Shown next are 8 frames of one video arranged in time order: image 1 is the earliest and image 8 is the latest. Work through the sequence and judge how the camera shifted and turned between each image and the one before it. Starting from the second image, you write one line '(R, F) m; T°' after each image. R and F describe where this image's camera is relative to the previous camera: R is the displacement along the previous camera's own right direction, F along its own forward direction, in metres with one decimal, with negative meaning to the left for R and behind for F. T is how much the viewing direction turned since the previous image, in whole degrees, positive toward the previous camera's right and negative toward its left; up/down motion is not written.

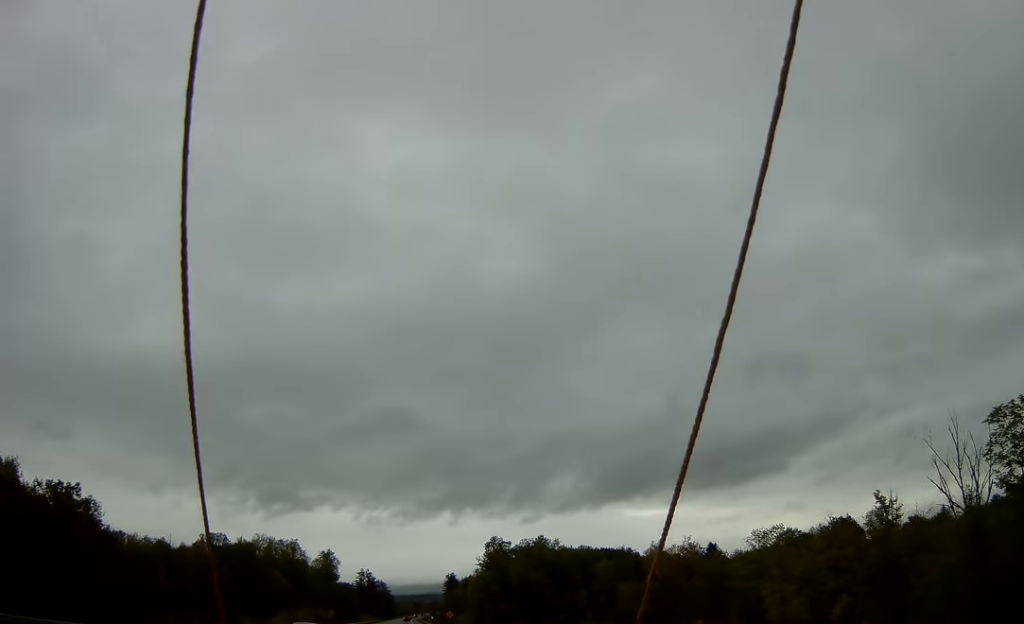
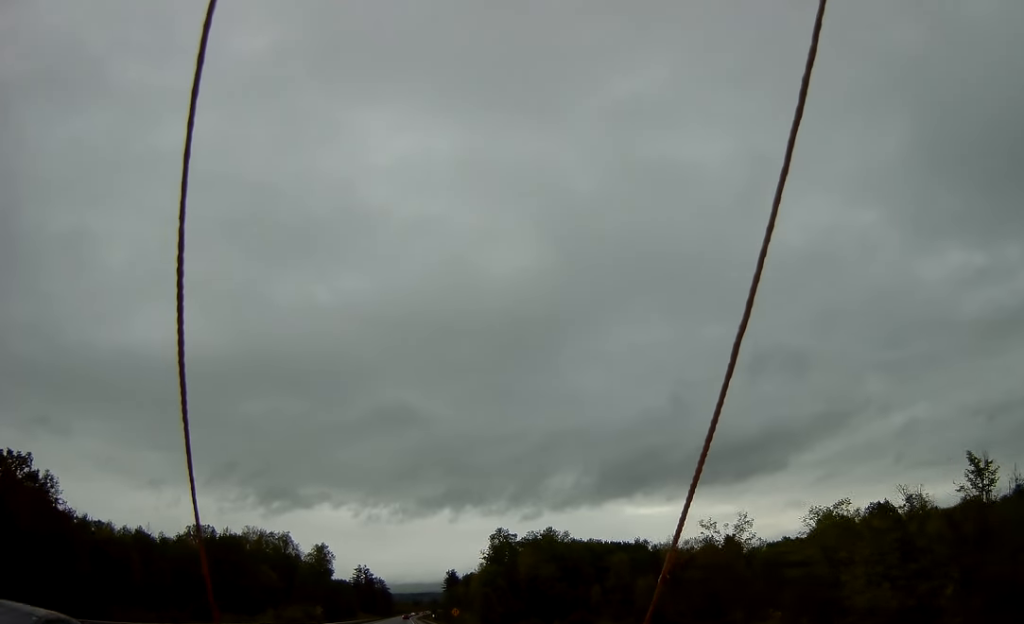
(+0.1, +13.7) m; 0°
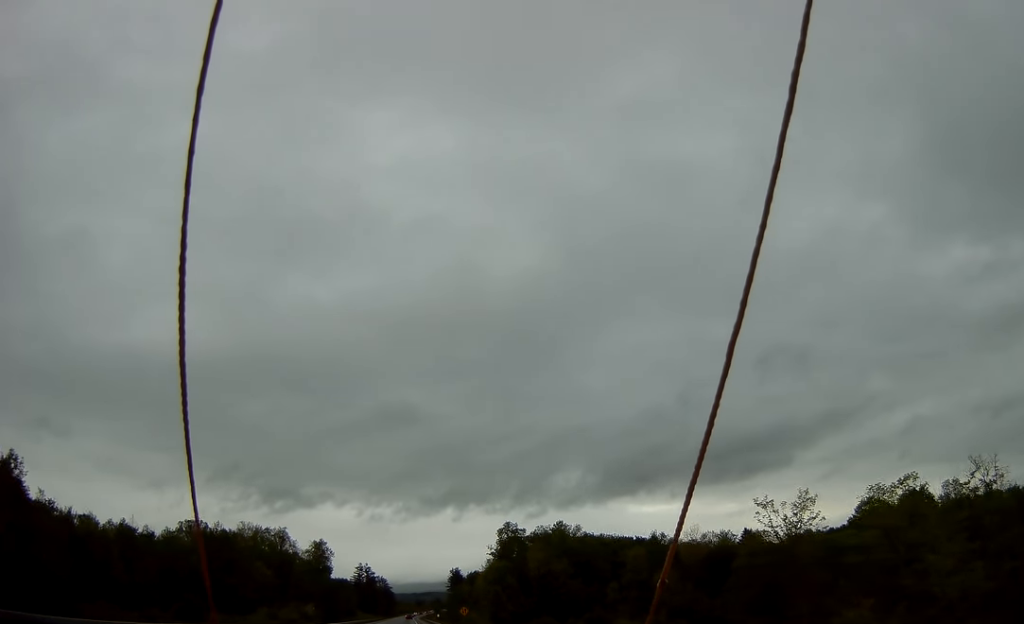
(-0.1, +10.3) m; 0°
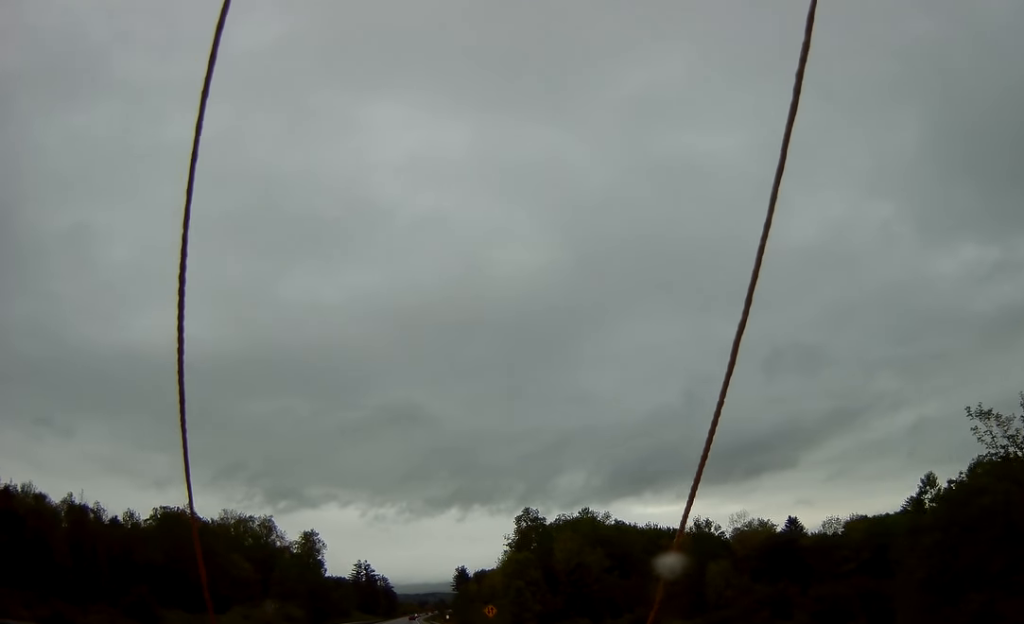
(-0.2, +24.3) m; 0°
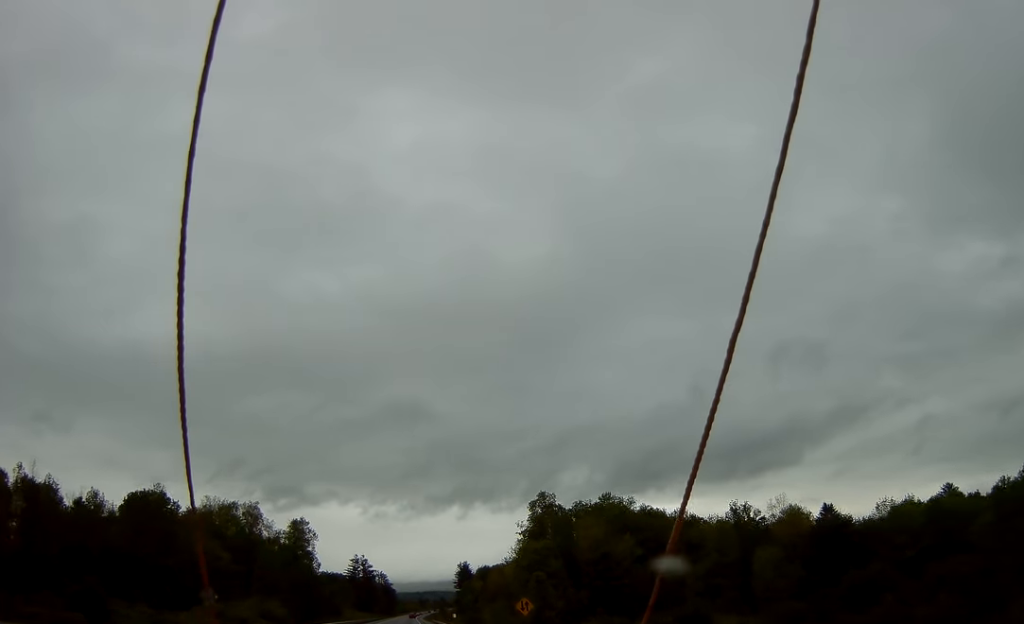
(0.0, +17.4) m; 0°
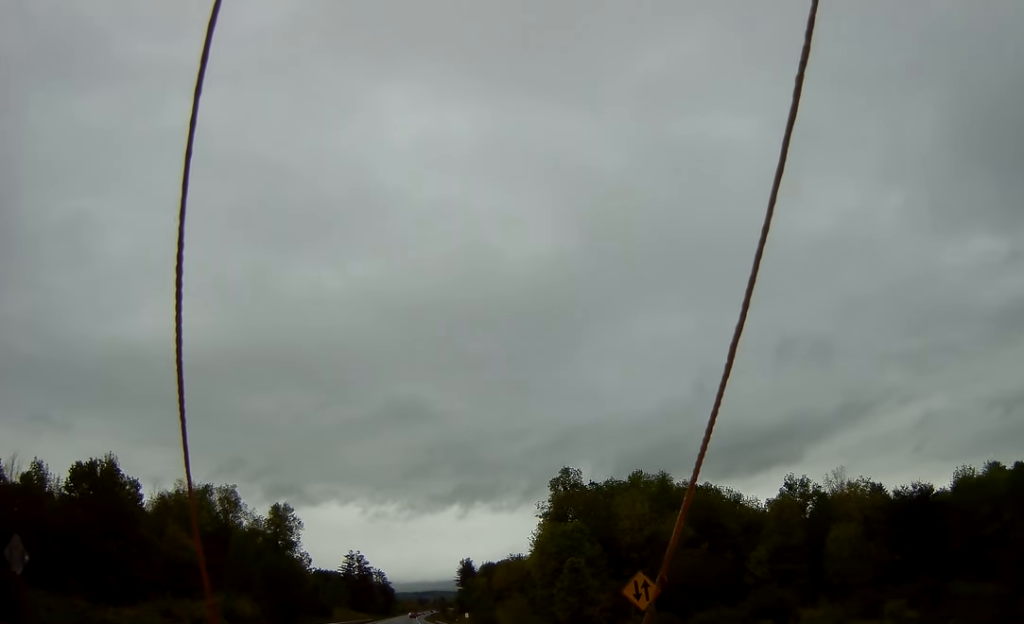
(0.0, +20.9) m; 0°
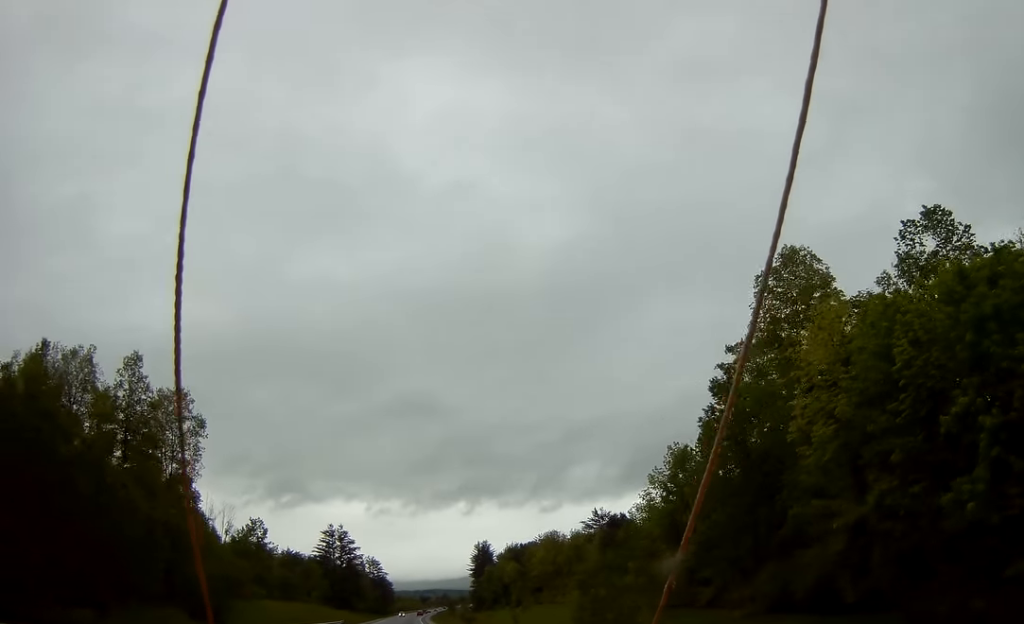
(+0.2, +70.1) m; 0°
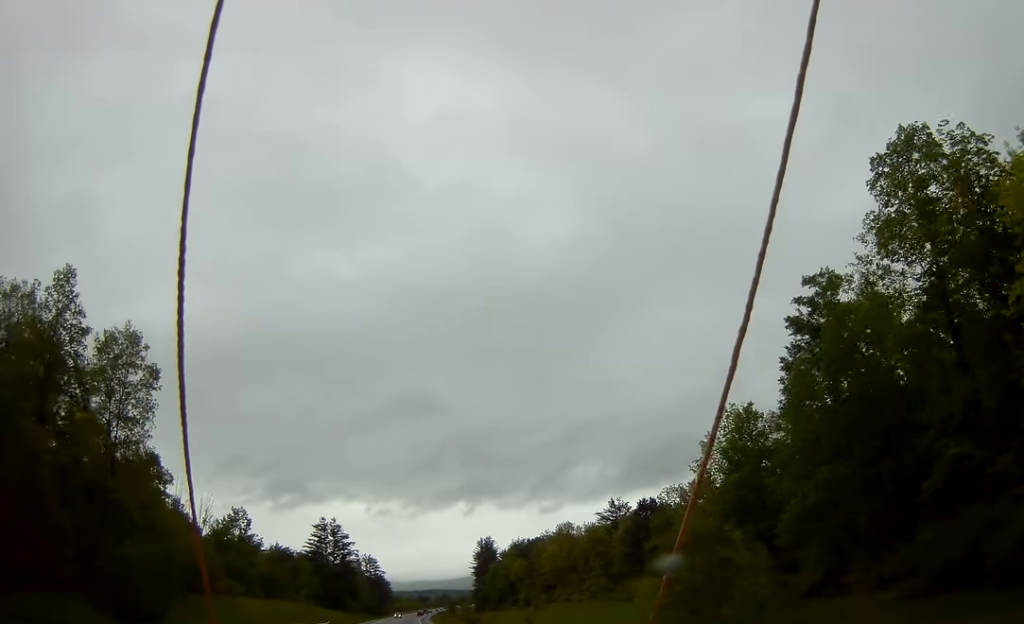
(0.0, +15.0) m; 0°
